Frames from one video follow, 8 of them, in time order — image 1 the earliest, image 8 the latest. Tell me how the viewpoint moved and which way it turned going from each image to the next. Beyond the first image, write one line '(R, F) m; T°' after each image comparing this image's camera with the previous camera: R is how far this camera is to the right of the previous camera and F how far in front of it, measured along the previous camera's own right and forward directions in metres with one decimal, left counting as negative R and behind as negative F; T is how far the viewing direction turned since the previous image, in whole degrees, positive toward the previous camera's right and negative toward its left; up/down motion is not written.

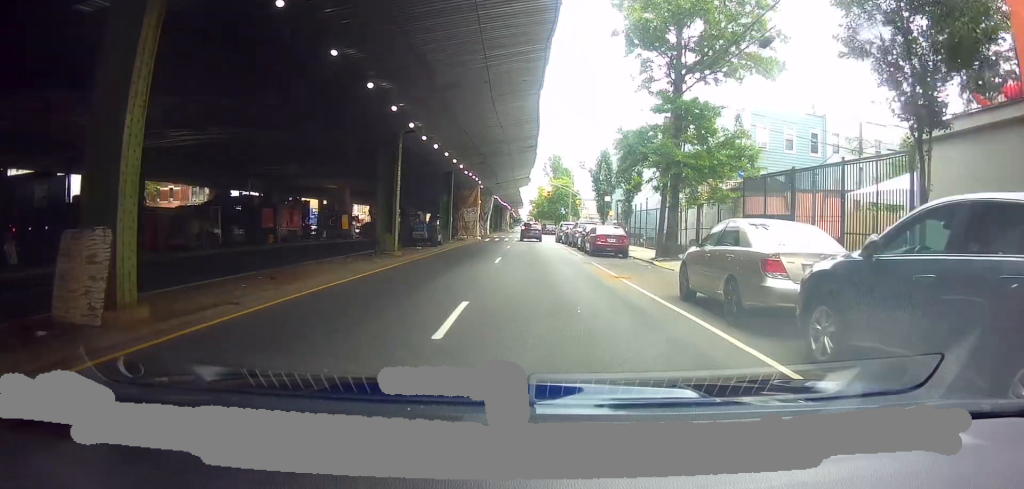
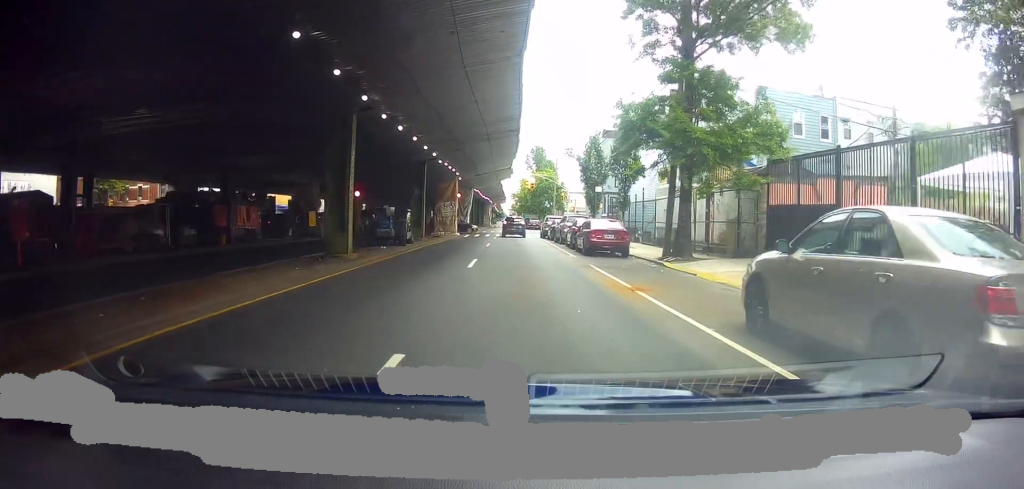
(0.0, +3.4) m; -4°
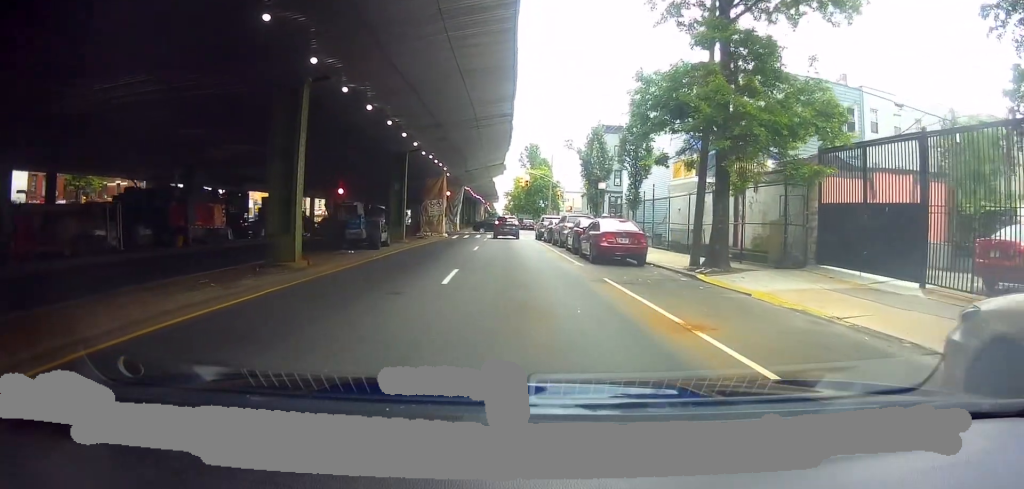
(-0.4, +3.7) m; +1°
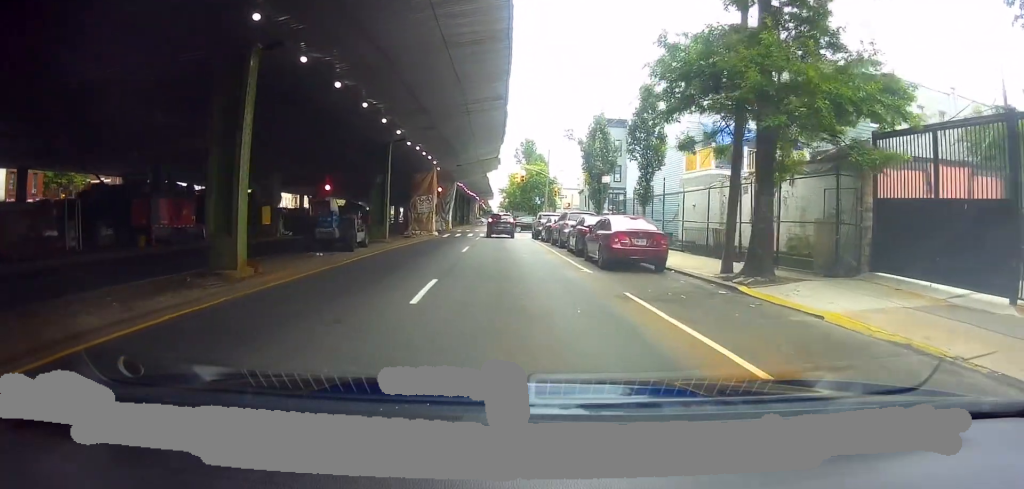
(+0.2, +2.9) m; +2°
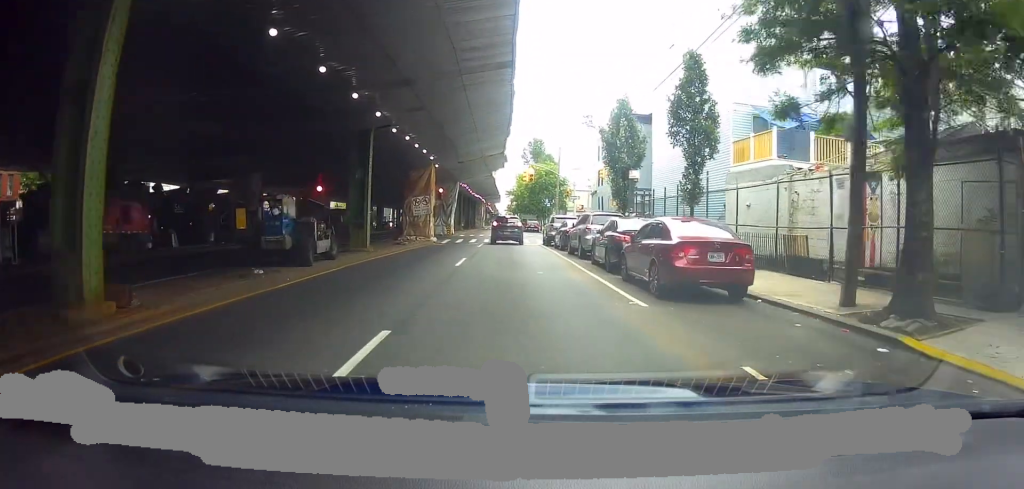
(+0.3, +5.0) m; +1°
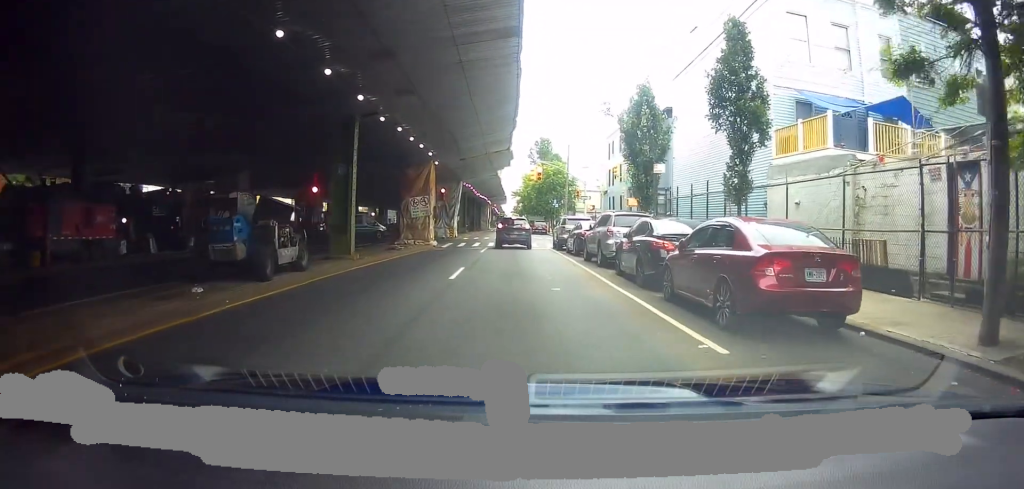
(+0.1, +3.1) m; -3°
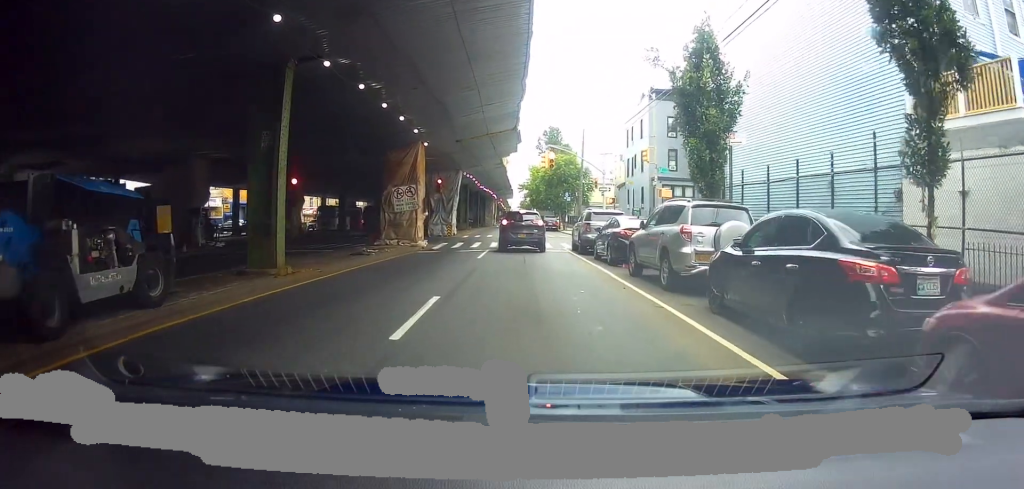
(-0.3, +7.1) m; +3°
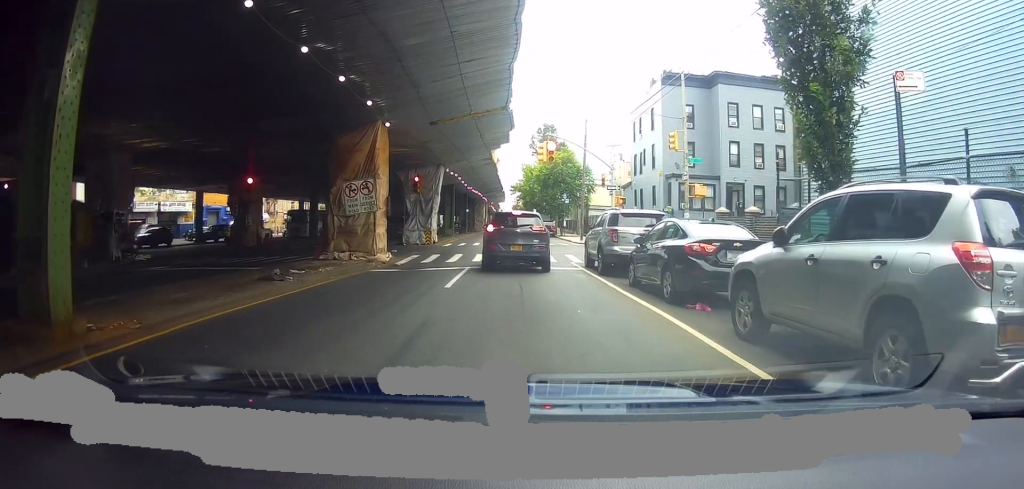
(+1.2, +7.5) m; +2°
